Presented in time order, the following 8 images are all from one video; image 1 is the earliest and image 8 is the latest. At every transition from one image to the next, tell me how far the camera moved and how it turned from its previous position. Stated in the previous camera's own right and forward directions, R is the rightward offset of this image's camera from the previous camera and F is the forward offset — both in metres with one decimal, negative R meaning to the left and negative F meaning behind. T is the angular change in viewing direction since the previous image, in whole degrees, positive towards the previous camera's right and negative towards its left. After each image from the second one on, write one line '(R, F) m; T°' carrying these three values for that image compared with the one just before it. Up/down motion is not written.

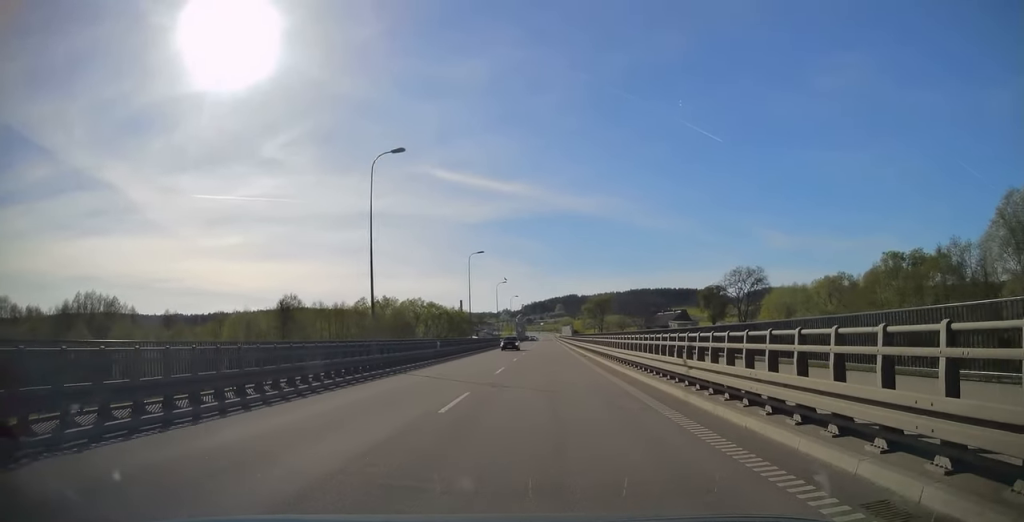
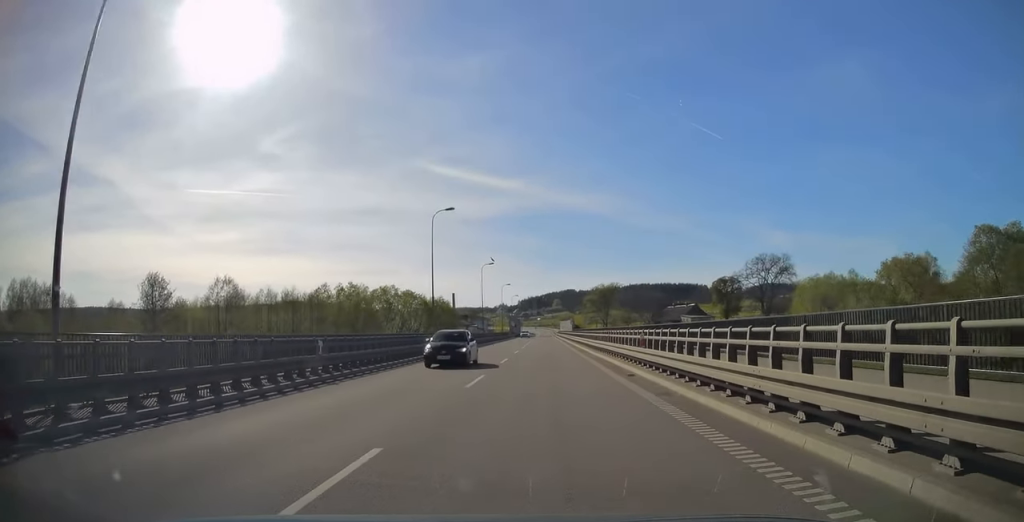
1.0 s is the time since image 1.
(+0.3, +20.2) m; 0°
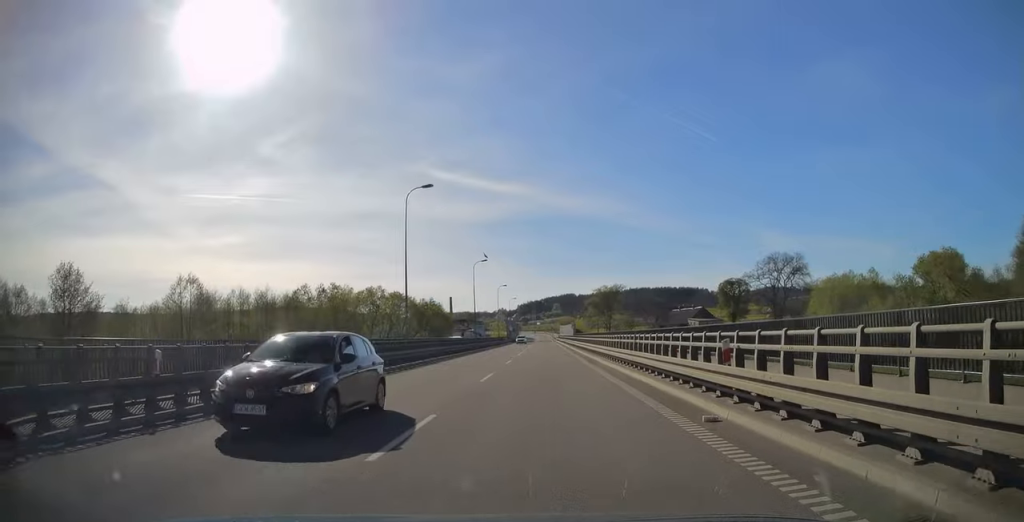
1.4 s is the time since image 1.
(0.0, +8.5) m; 0°
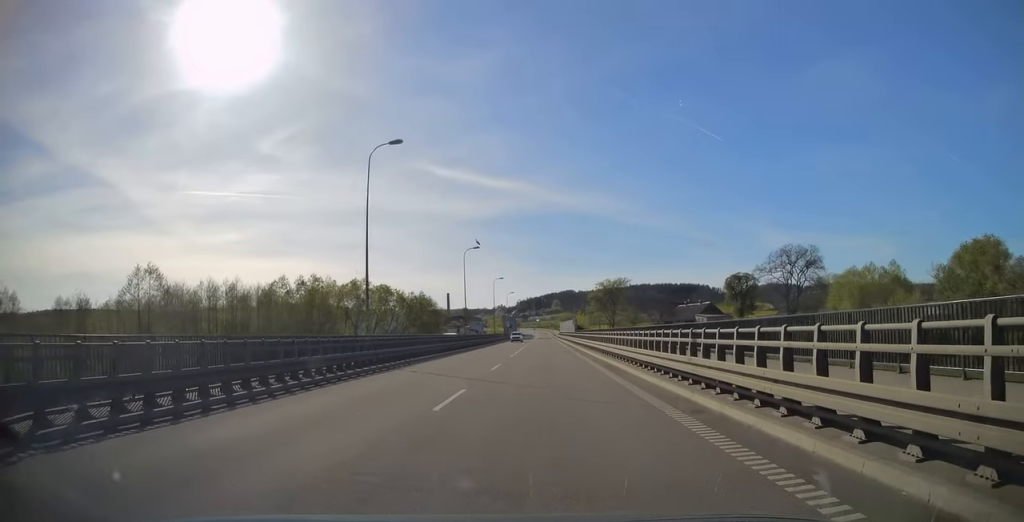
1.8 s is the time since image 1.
(-0.2, +8.0) m; 0°
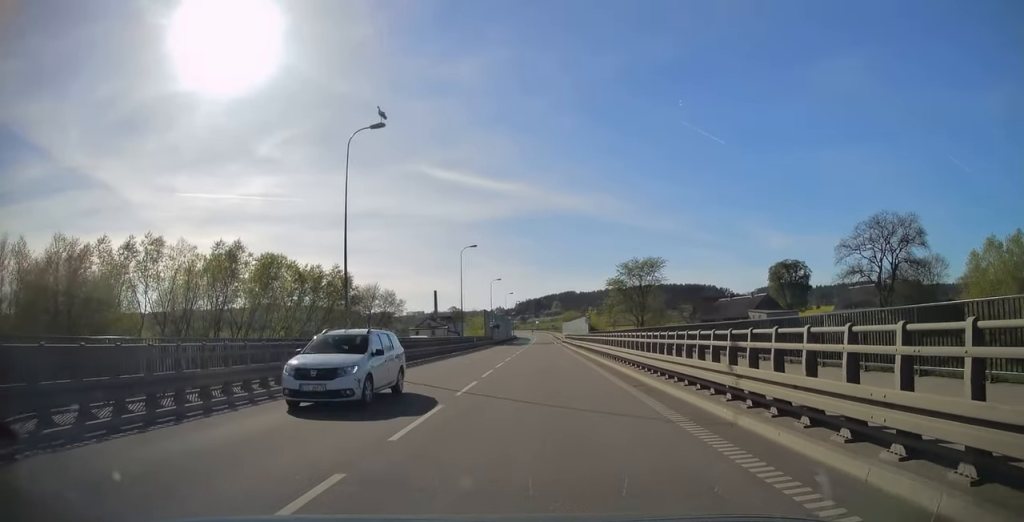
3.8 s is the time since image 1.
(+0.2, +38.8) m; 0°
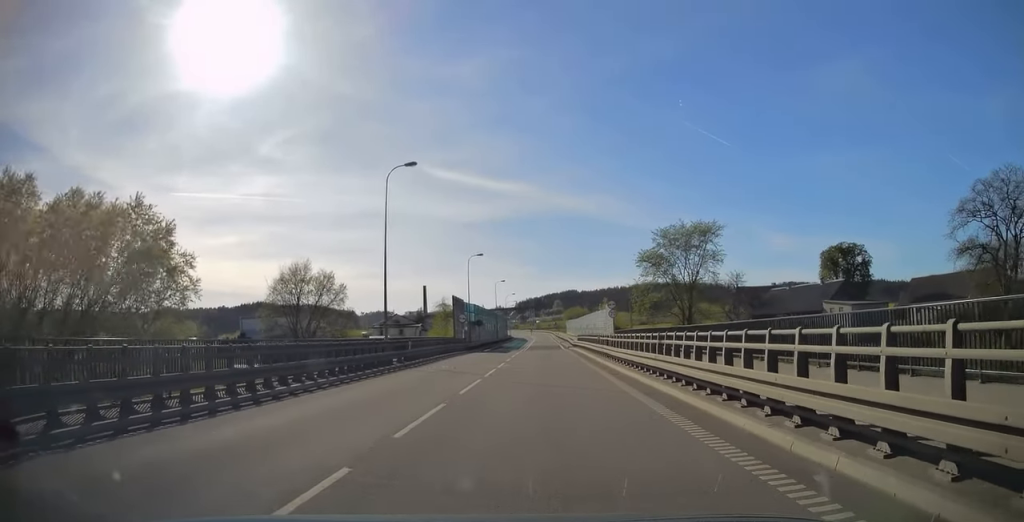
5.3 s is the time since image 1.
(-0.2, +29.7) m; 0°
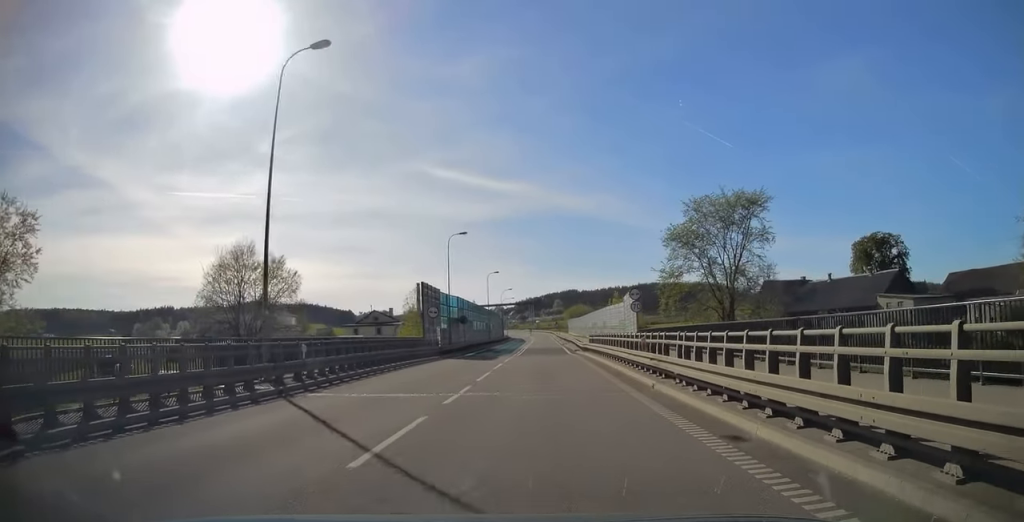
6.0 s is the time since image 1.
(+0.1, +14.1) m; 0°
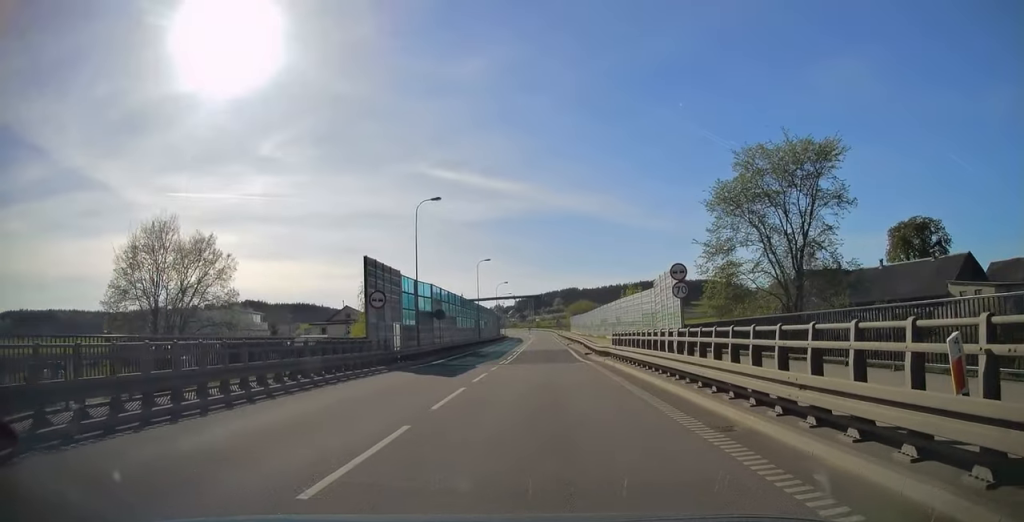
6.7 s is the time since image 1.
(0.0, +13.3) m; 0°
